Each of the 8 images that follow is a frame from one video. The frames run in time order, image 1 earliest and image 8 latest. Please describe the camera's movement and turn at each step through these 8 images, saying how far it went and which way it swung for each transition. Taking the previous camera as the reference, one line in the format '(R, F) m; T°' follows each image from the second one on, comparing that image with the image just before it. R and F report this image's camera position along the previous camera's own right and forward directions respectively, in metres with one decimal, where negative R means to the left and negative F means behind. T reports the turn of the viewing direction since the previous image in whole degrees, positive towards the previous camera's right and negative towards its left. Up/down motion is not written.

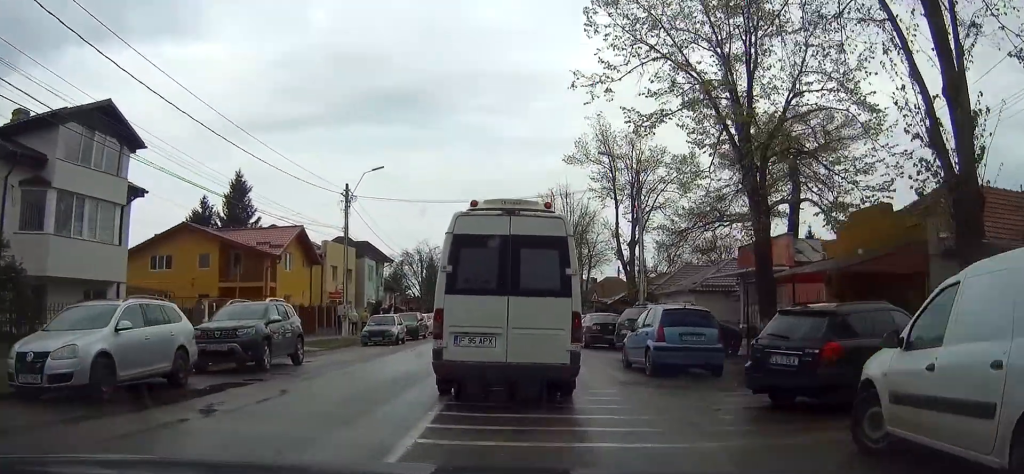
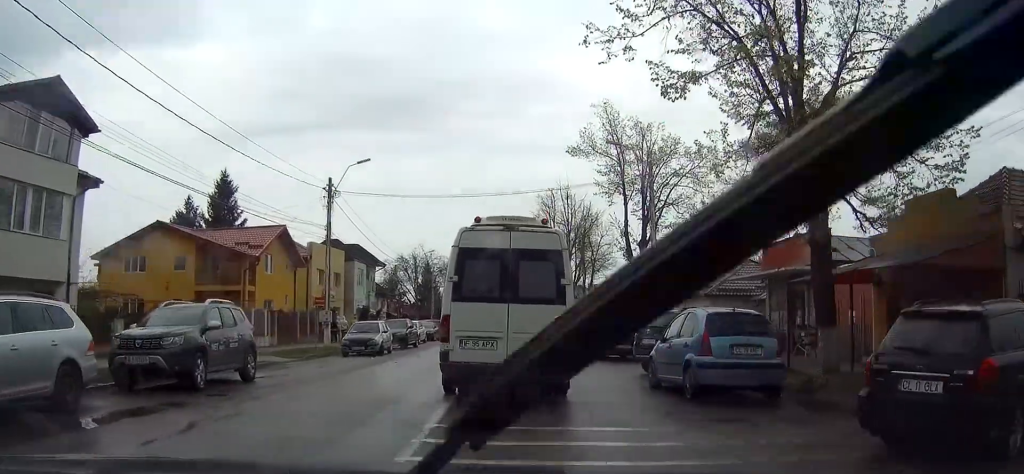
(0.0, +3.8) m; -1°
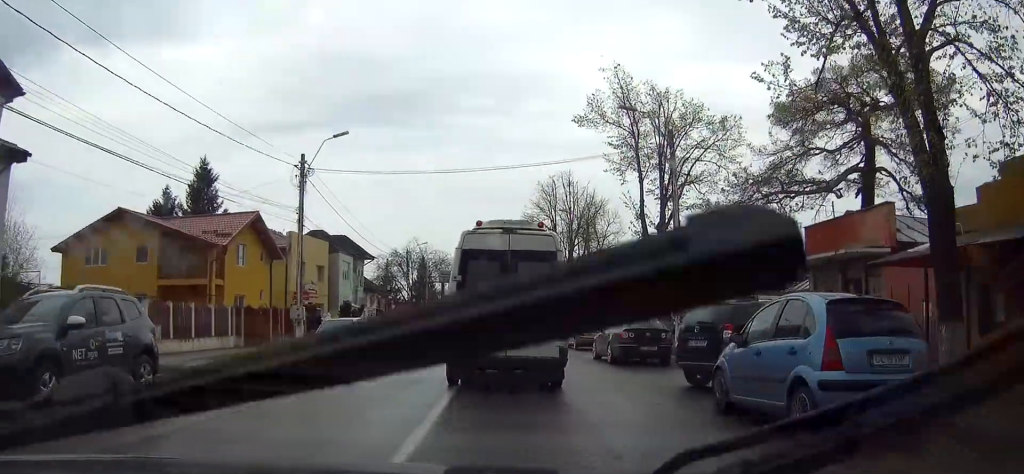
(-0.1, +4.7) m; -2°
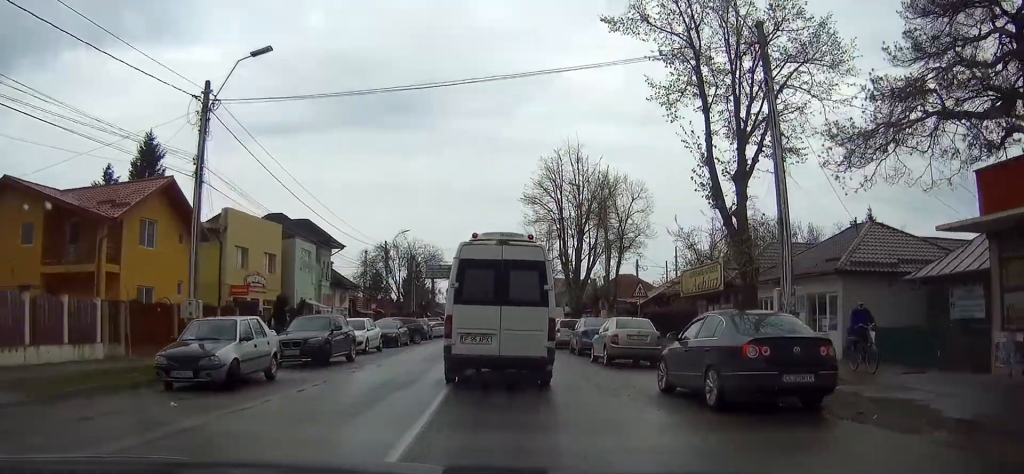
(-0.7, +10.7) m; -1°
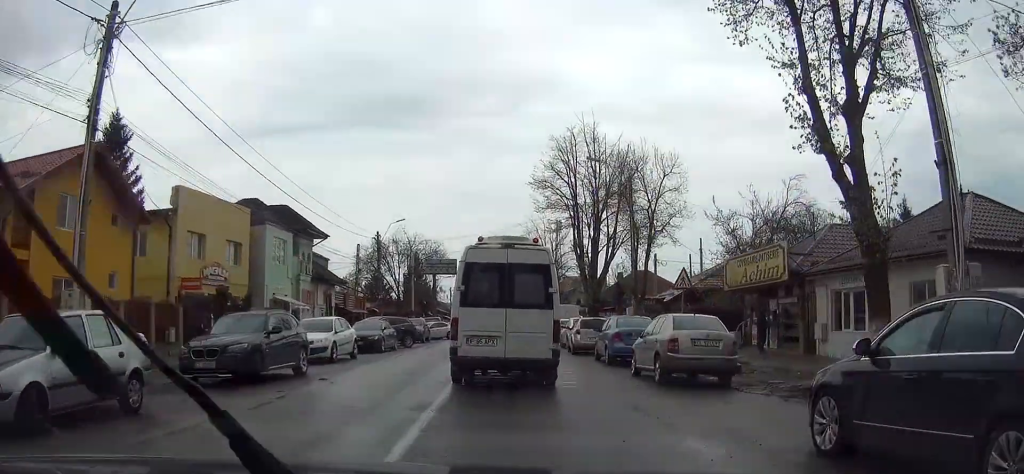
(+0.6, +6.5) m; +5°
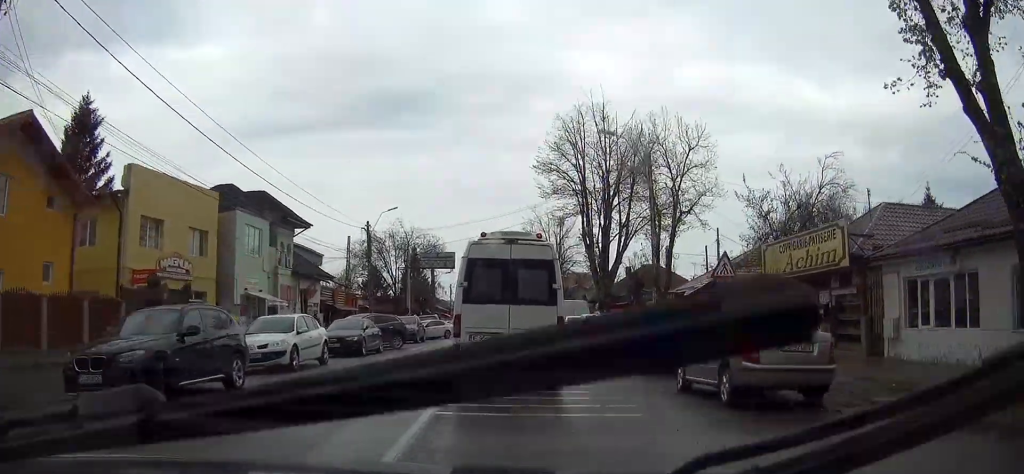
(0.0, +4.4) m; -2°
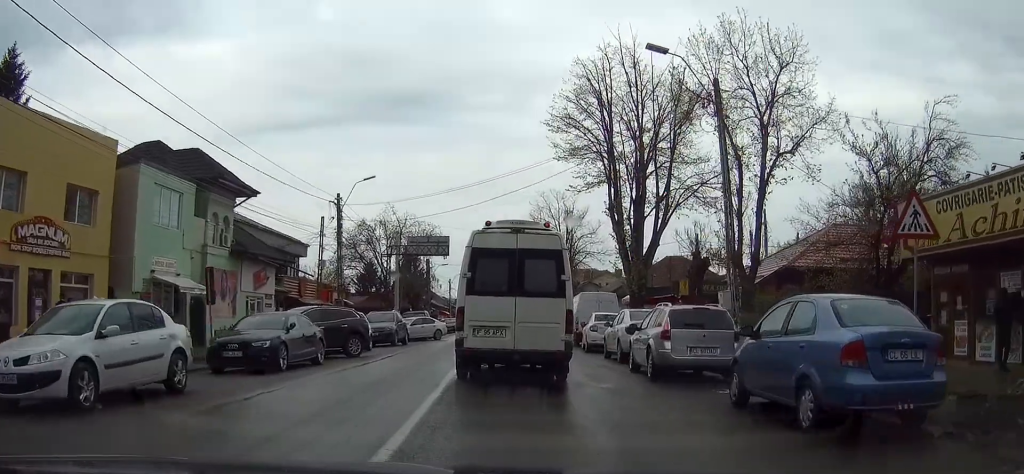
(-0.6, +9.8) m; -4°
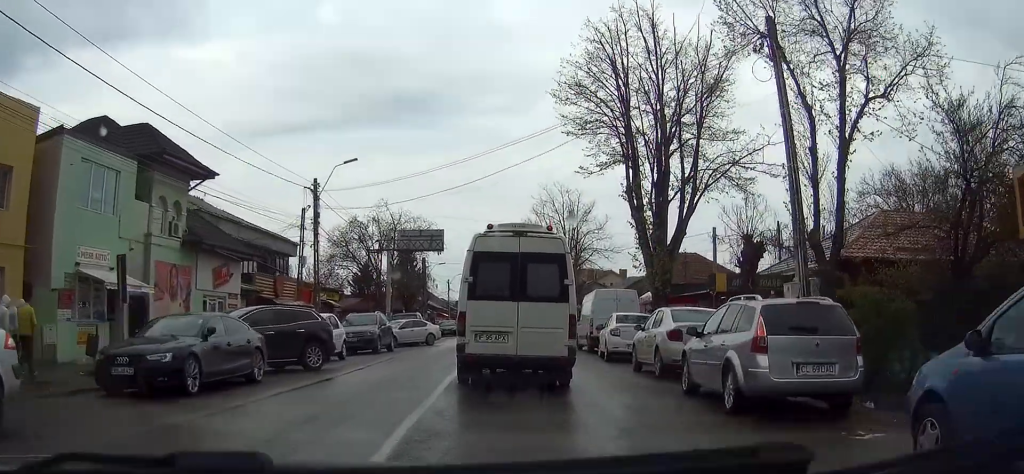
(+0.2, +5.2) m; +1°
